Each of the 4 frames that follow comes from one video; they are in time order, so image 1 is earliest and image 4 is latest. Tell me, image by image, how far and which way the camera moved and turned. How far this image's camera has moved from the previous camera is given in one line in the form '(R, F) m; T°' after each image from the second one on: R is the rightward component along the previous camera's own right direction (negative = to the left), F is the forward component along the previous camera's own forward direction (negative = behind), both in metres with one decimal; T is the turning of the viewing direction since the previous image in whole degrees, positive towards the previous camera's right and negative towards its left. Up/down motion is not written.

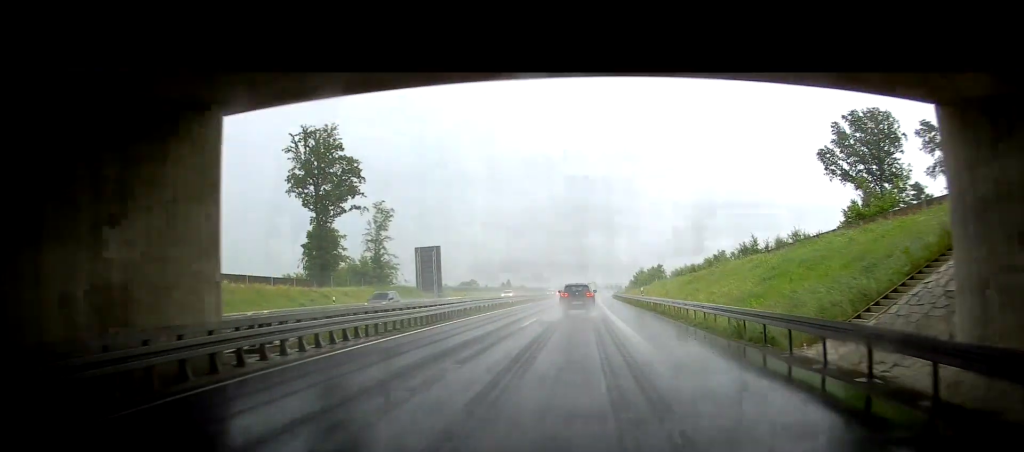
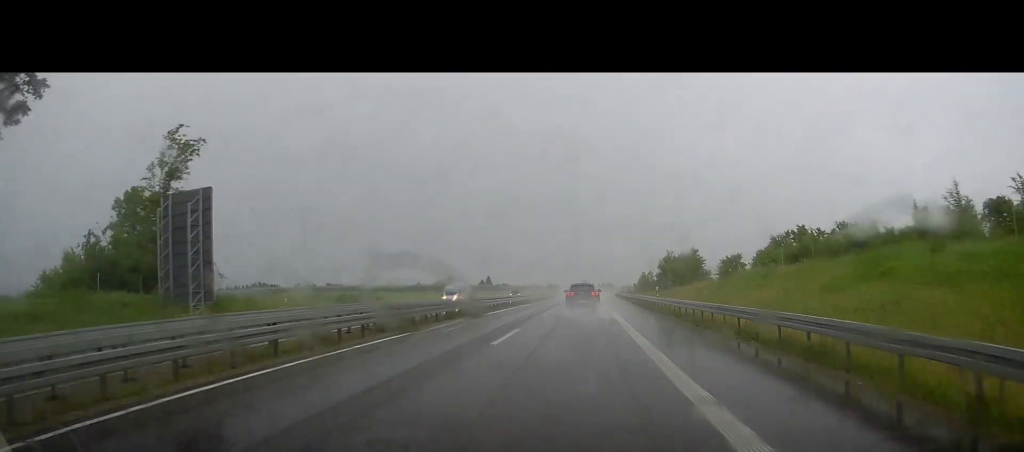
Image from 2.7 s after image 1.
(-2.1, +55.5) m; -5°
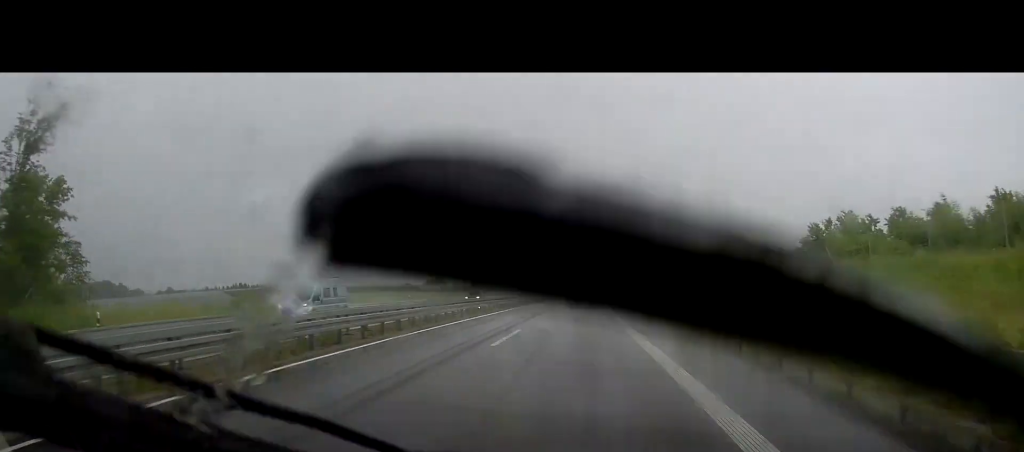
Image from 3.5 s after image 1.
(-0.1, +16.3) m; -1°
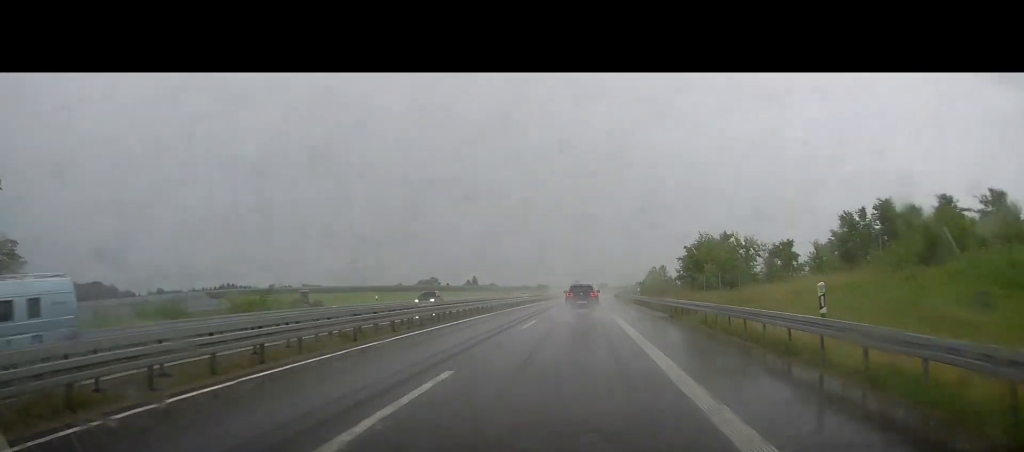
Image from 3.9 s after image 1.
(0.0, +9.9) m; 0°
